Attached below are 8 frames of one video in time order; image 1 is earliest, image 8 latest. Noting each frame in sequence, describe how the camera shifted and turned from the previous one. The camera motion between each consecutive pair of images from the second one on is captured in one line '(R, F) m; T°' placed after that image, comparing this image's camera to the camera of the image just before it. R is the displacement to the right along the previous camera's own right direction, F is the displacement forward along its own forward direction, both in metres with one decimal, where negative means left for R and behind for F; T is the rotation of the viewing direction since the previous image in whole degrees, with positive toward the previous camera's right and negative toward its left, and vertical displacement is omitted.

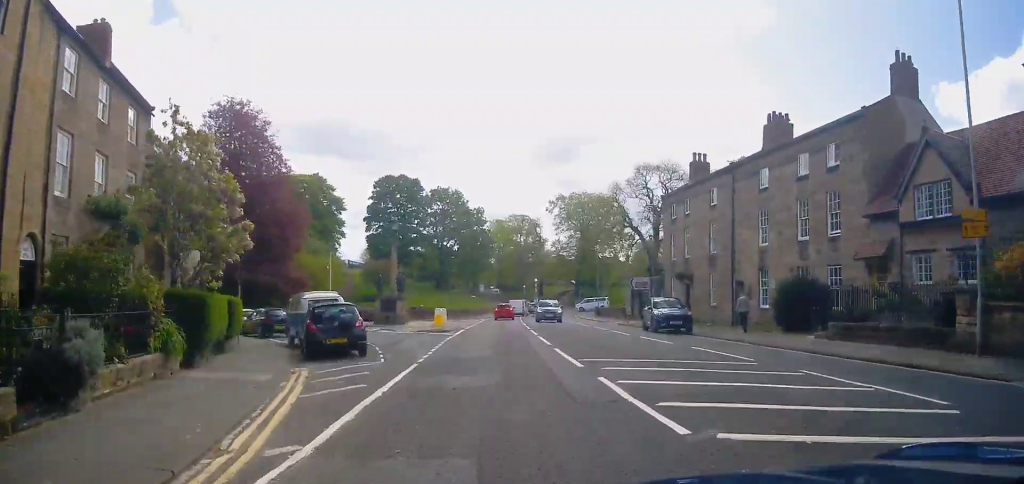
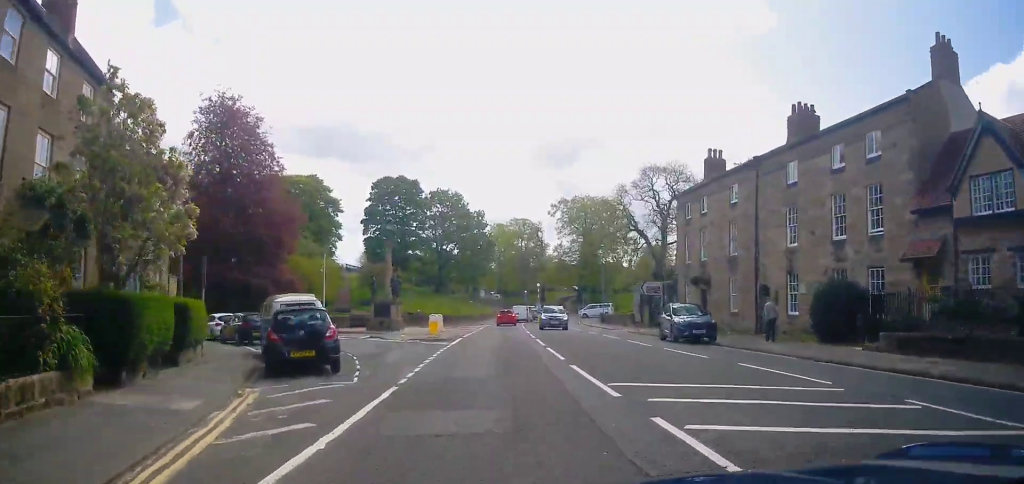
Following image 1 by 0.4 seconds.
(+0.1, +3.0) m; +1°
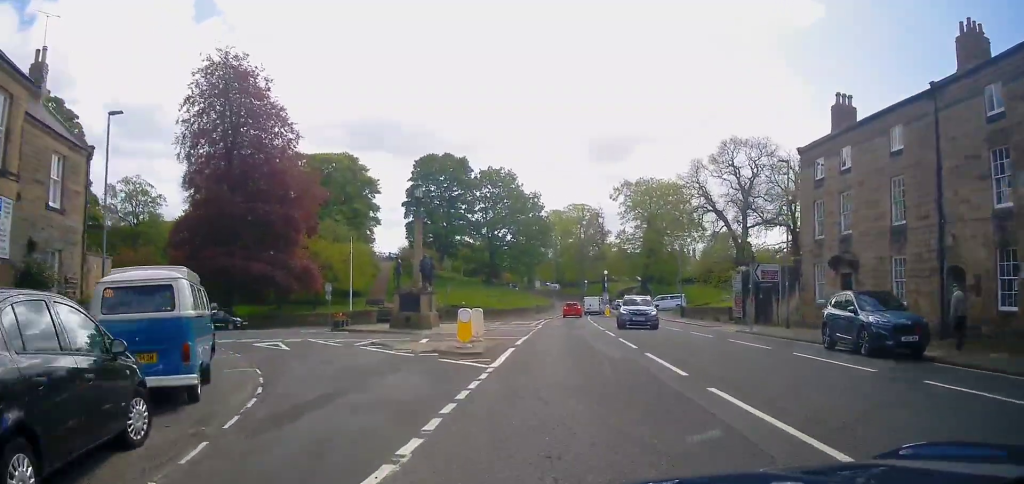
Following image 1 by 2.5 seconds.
(+0.2, +12.1) m; -3°
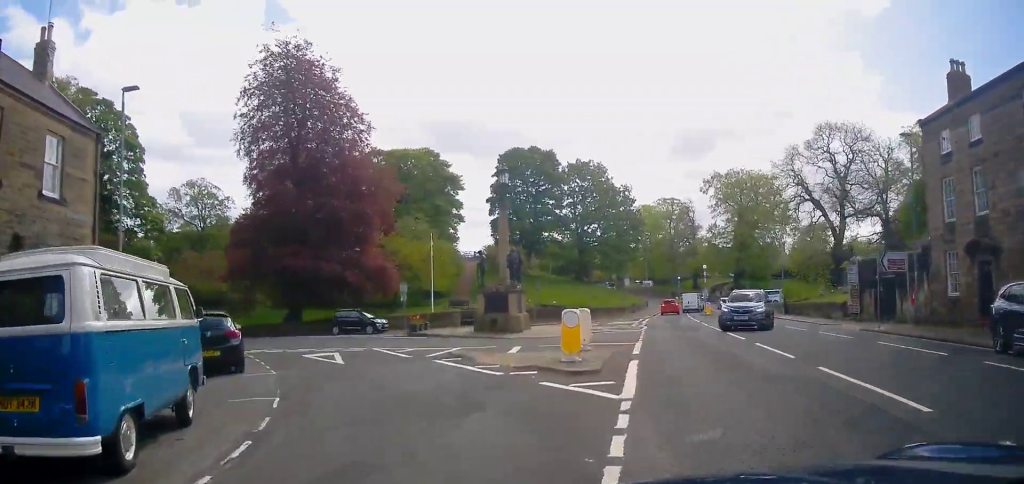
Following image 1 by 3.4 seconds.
(-0.2, +4.2) m; -8°
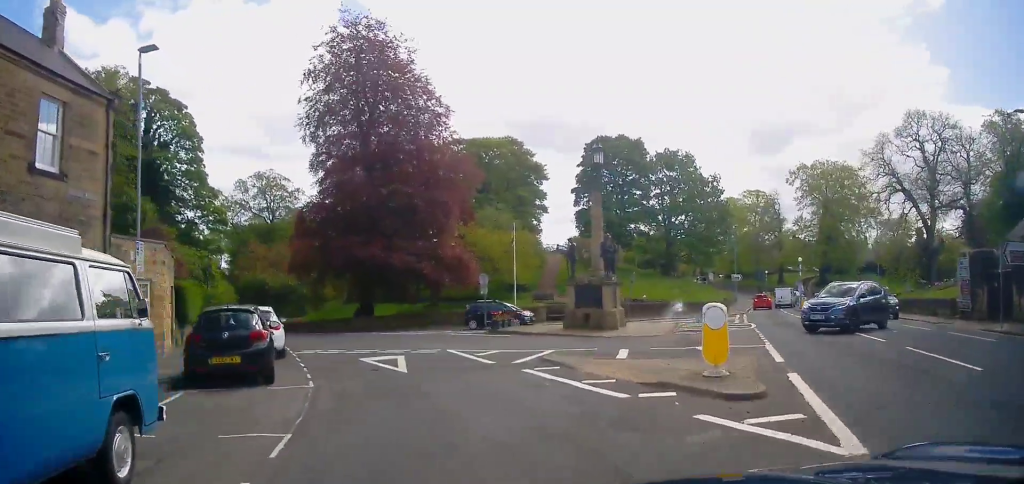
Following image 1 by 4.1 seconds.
(-0.2, +3.4) m; -10°
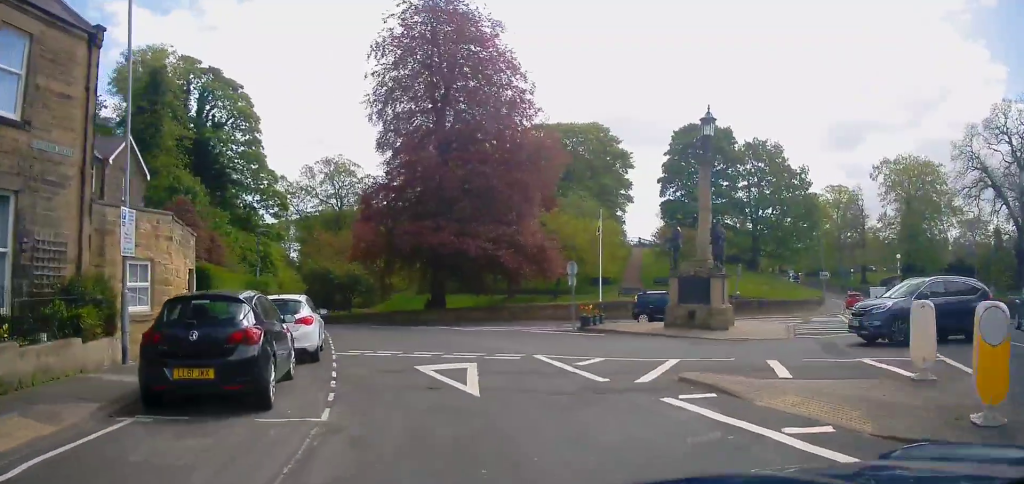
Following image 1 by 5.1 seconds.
(-0.5, +4.2) m; -6°
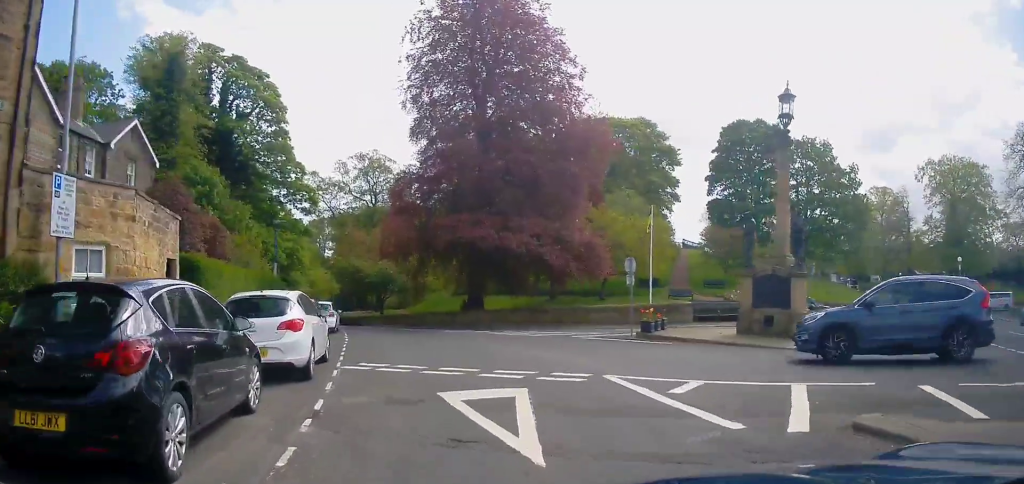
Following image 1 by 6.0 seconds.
(+0.1, +3.8) m; +2°
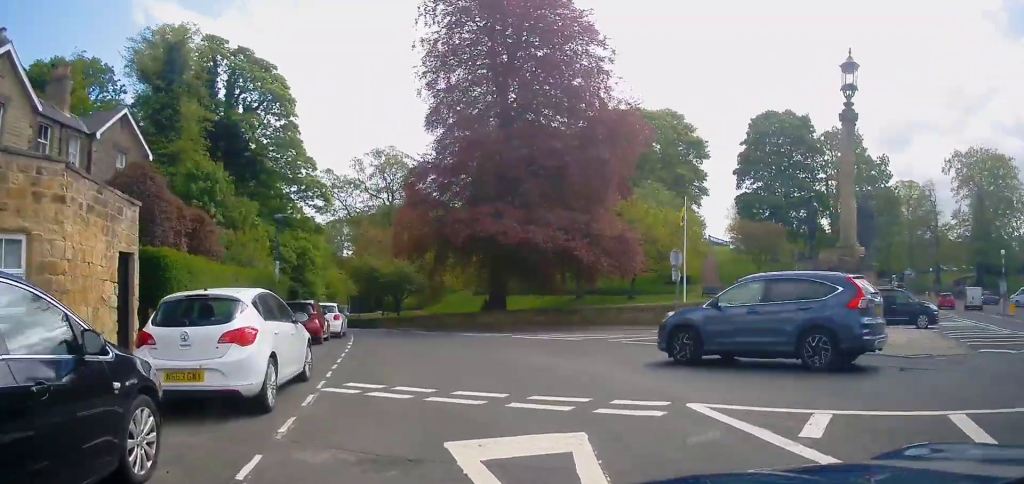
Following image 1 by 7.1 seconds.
(+0.1, +3.4) m; -7°
